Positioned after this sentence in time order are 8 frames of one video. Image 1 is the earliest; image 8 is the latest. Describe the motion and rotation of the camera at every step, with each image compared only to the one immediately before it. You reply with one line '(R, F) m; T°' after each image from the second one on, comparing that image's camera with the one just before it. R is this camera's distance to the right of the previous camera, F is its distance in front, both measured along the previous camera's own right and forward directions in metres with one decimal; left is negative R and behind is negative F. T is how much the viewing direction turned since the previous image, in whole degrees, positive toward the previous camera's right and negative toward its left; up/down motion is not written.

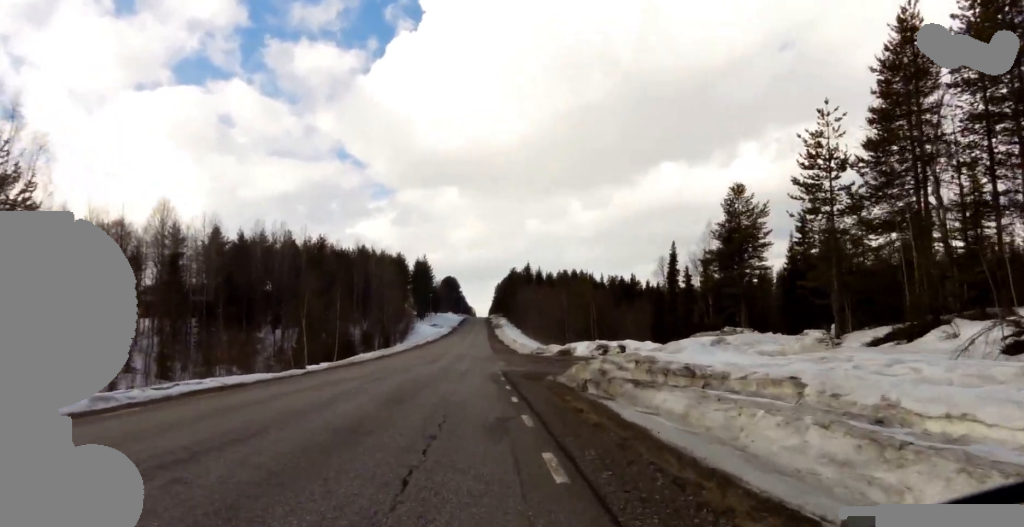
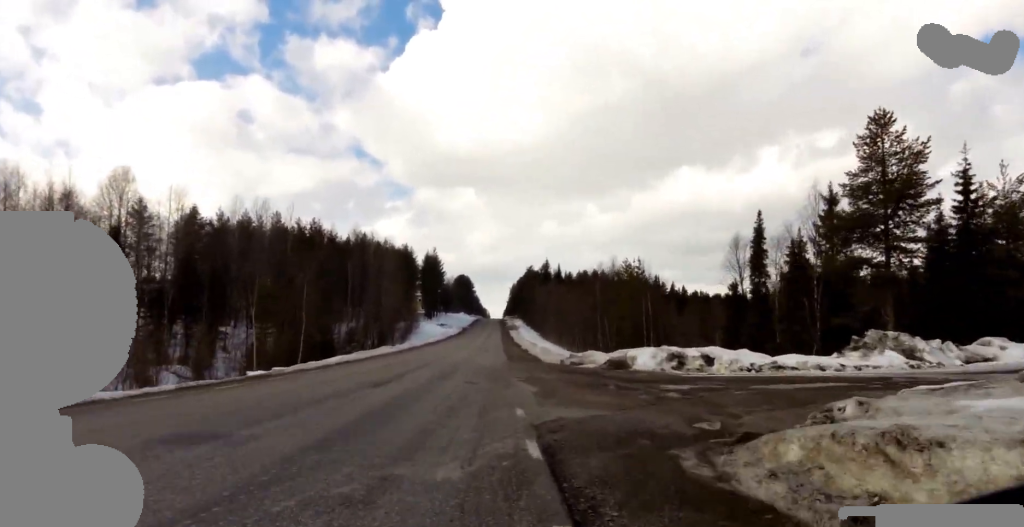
(-0.4, +14.2) m; -1°
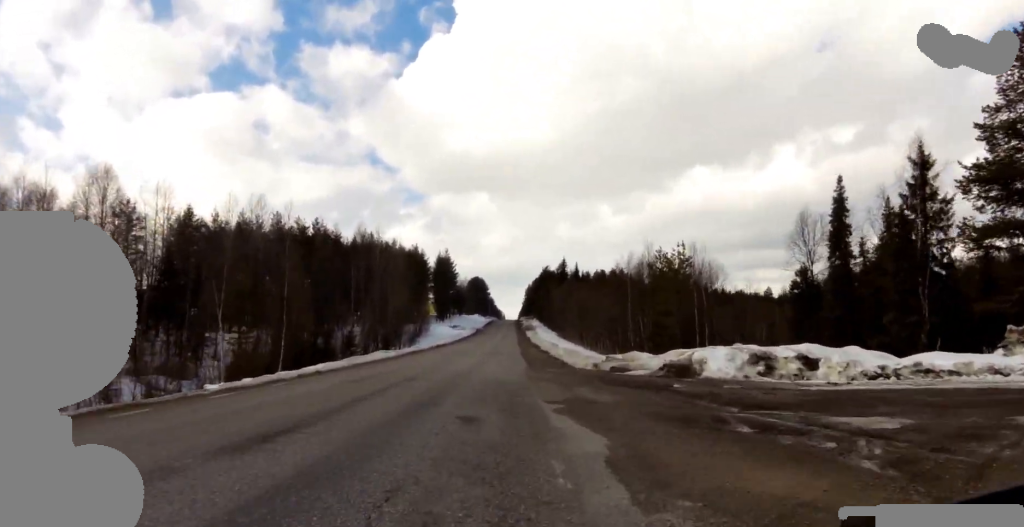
(+0.1, +7.3) m; +1°
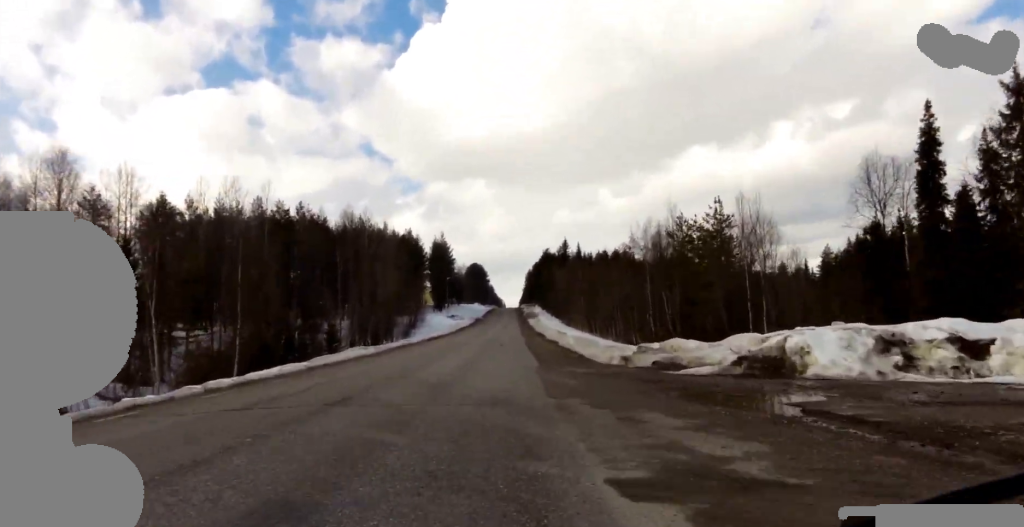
(0.0, +6.6) m; +2°
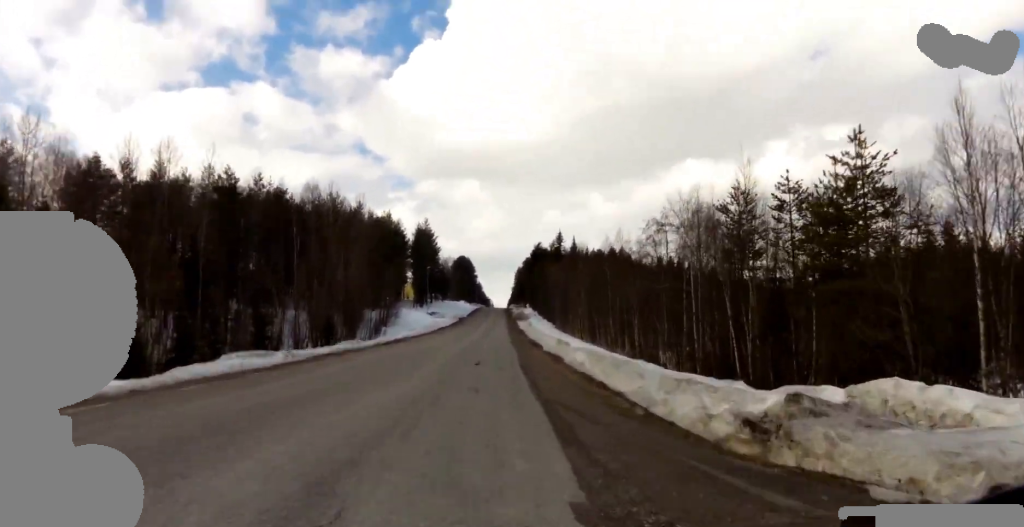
(+0.8, +12.4) m; +6°
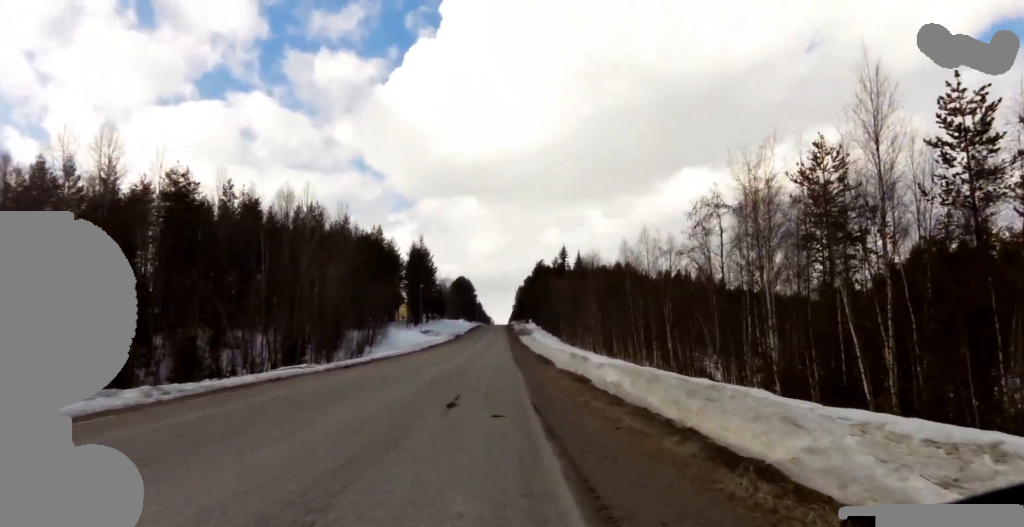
(+0.3, +8.8) m; -2°
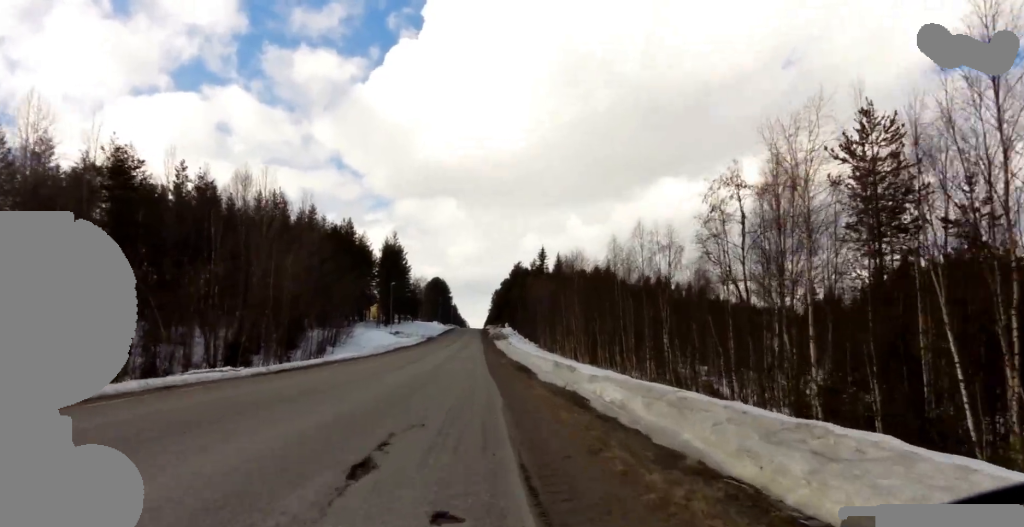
(-0.4, +4.7) m; -3°
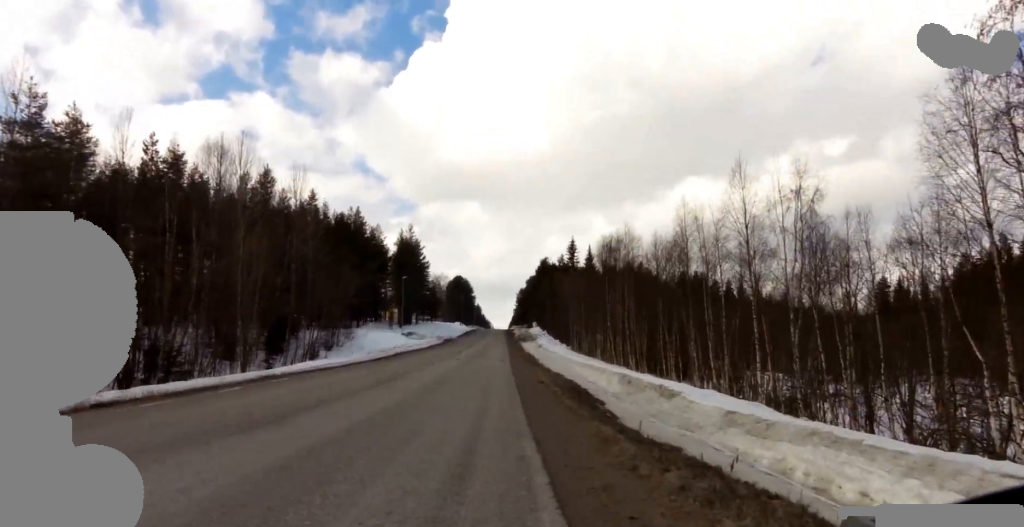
(-0.2, +11.0) m; -1°
